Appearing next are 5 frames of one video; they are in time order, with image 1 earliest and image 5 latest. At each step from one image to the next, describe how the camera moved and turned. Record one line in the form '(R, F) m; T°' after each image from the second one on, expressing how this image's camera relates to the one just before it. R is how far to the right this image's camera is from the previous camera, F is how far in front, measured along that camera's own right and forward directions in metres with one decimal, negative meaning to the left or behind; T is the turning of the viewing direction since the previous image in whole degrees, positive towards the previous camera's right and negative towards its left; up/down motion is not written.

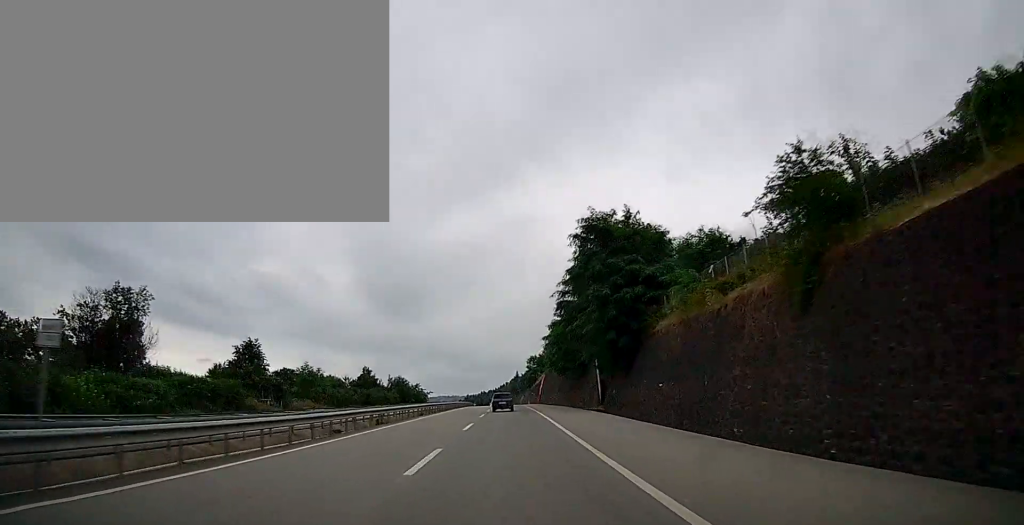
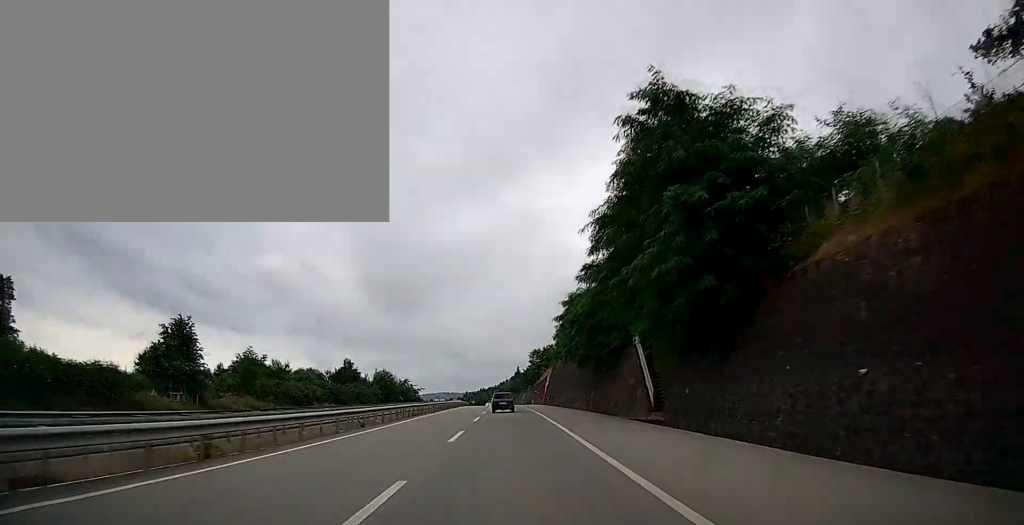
(+0.3, +17.4) m; 0°
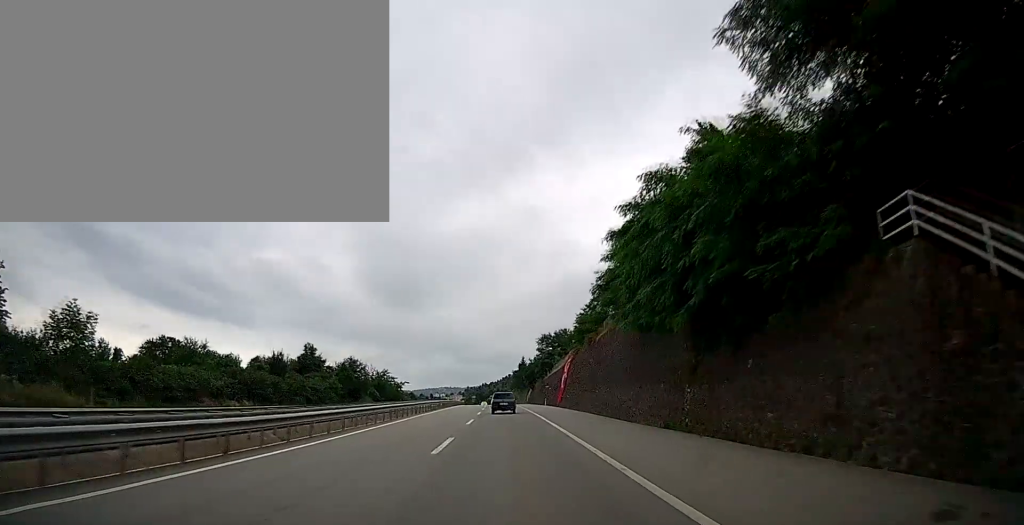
(-0.5, +27.0) m; 0°
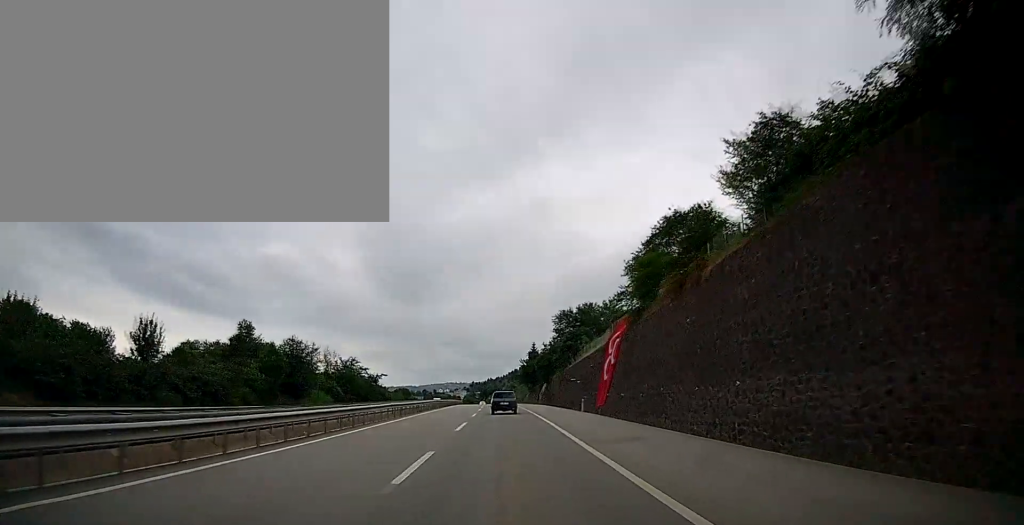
(+0.3, +28.4) m; 0°
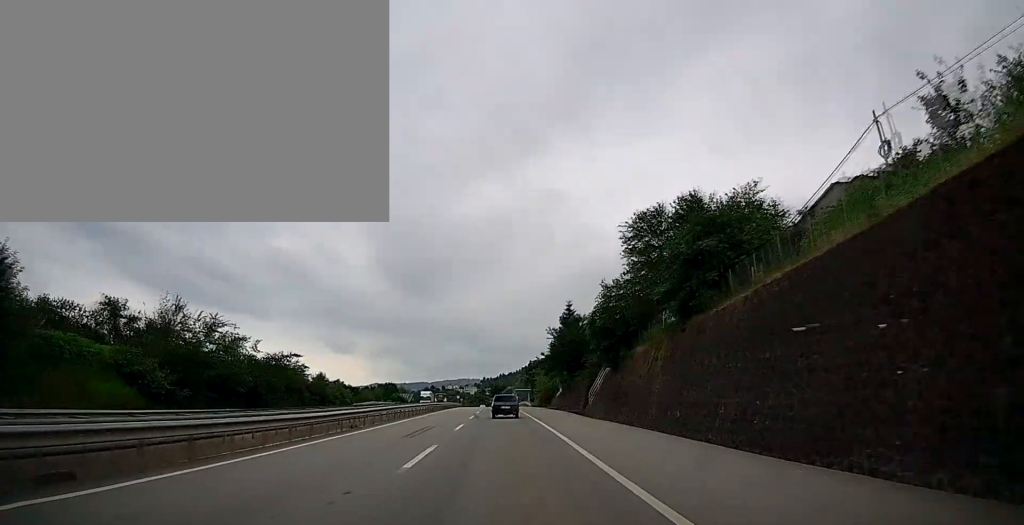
(-0.9, +45.8) m; -2°
